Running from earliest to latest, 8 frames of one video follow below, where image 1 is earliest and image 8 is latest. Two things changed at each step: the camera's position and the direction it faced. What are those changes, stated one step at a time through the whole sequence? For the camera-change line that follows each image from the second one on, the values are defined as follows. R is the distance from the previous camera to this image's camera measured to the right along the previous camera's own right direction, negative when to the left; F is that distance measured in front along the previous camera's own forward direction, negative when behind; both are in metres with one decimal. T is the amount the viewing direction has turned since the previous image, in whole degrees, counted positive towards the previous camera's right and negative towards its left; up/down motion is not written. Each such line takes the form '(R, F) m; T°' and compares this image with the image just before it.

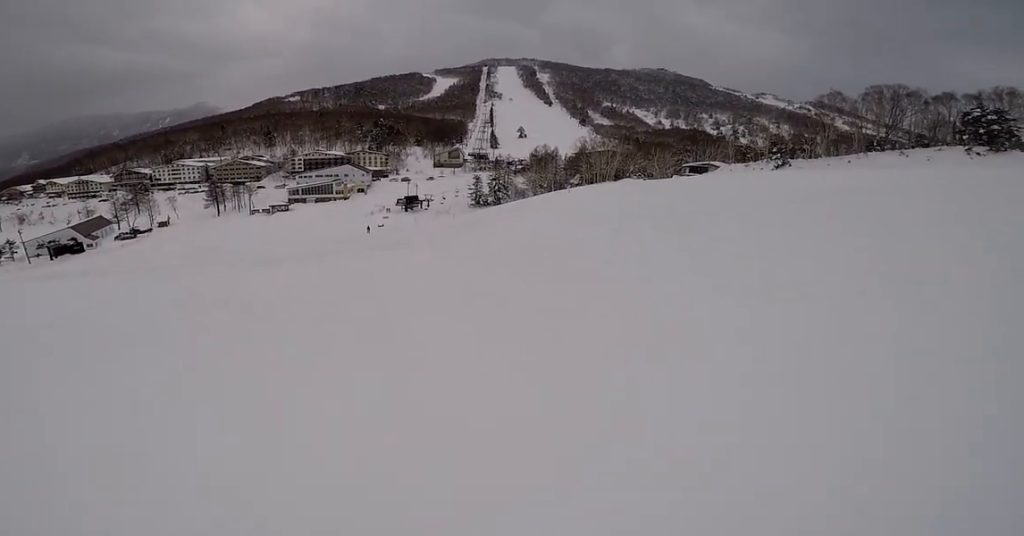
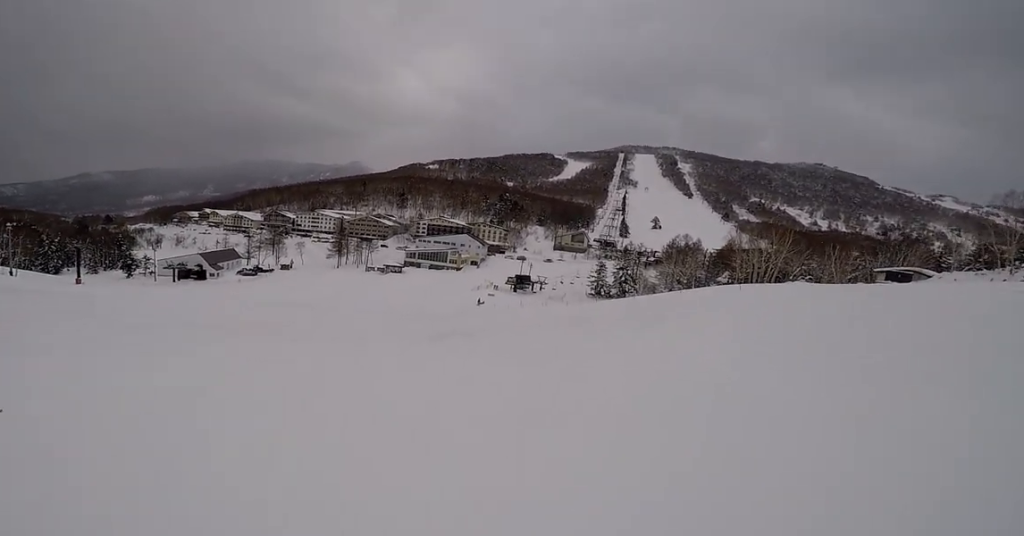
(-0.7, +11.8) m; -13°
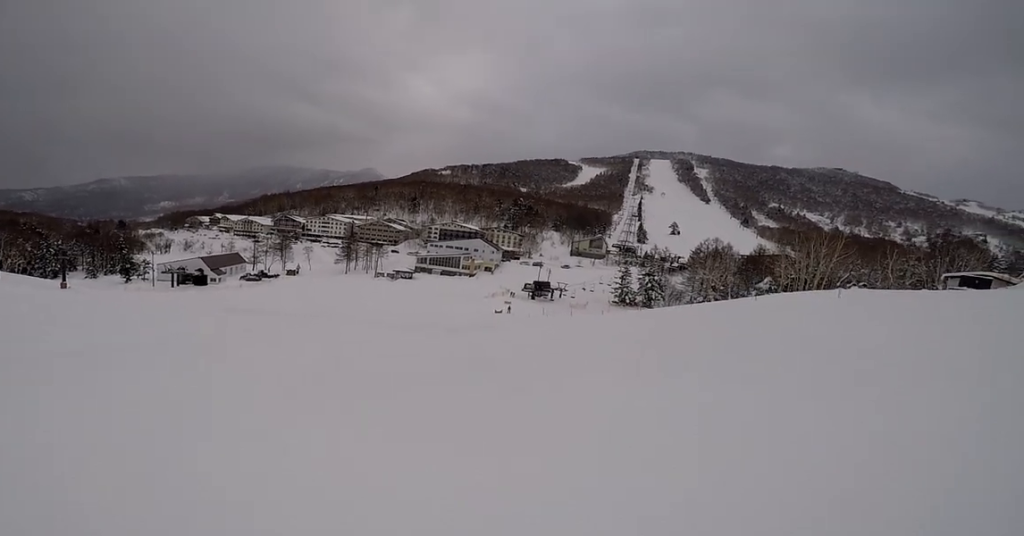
(-1.0, +8.0) m; -7°
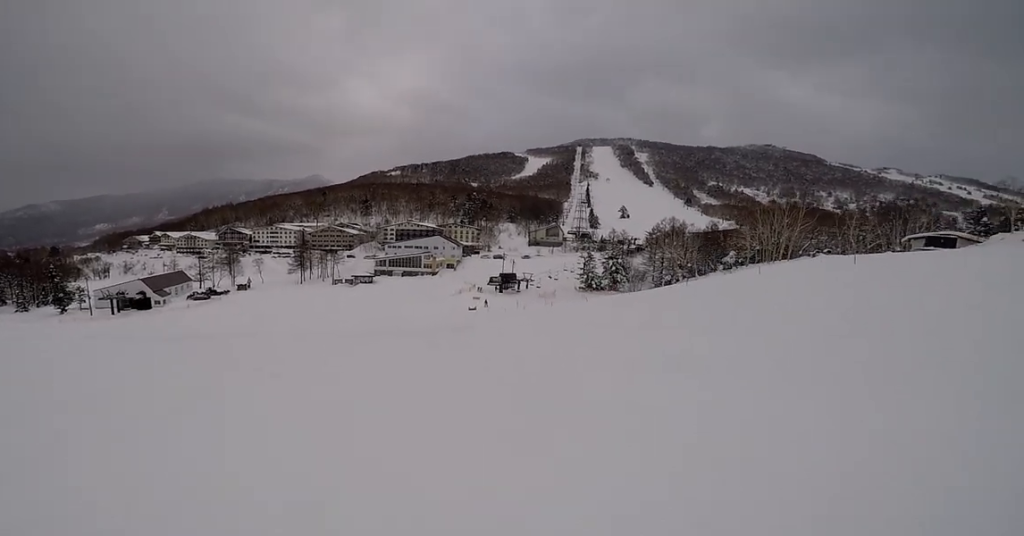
(-0.1, +4.9) m; +1°
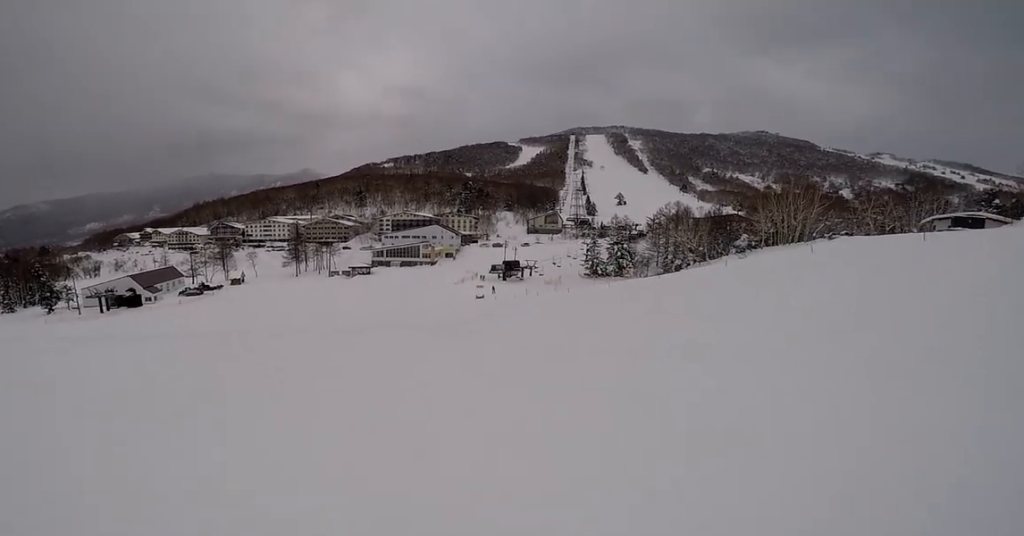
(+0.1, +4.2) m; +5°
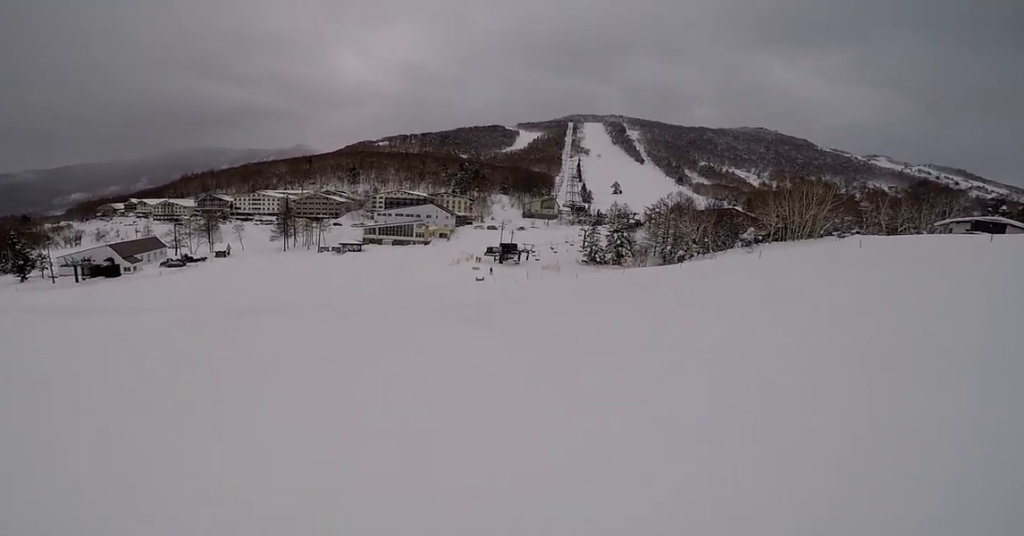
(-0.2, +3.8) m; +4°
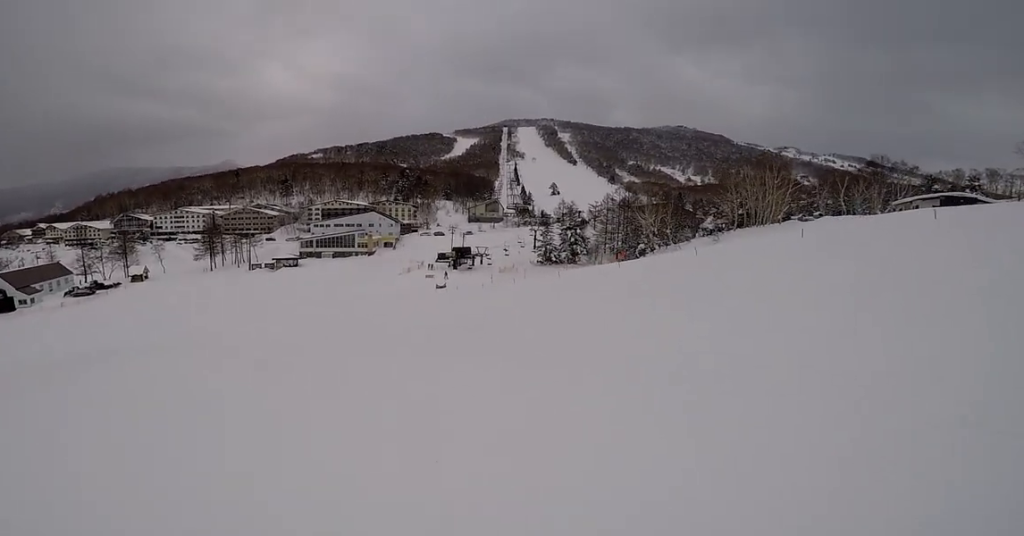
(+1.2, +9.1) m; +10°
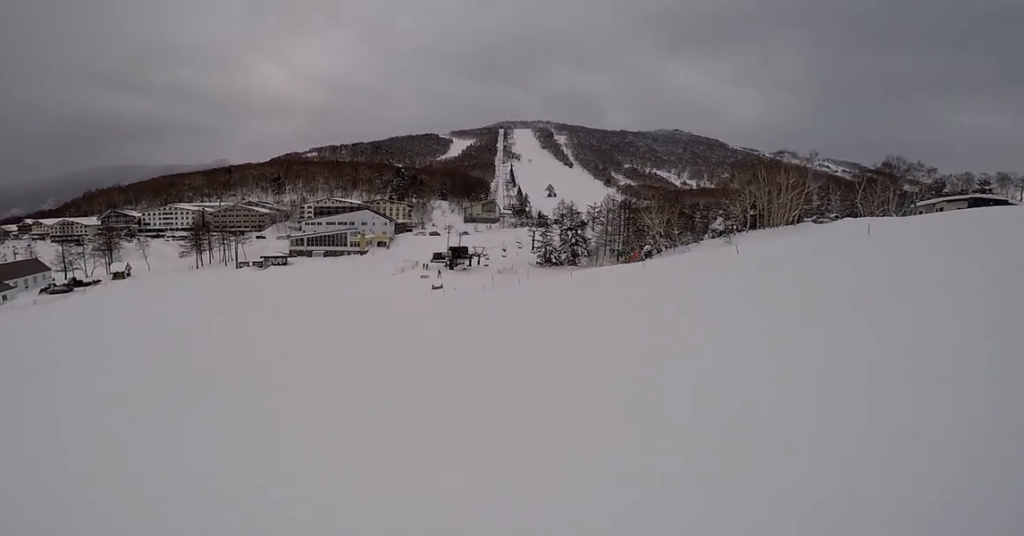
(+0.2, +4.6) m; +1°
